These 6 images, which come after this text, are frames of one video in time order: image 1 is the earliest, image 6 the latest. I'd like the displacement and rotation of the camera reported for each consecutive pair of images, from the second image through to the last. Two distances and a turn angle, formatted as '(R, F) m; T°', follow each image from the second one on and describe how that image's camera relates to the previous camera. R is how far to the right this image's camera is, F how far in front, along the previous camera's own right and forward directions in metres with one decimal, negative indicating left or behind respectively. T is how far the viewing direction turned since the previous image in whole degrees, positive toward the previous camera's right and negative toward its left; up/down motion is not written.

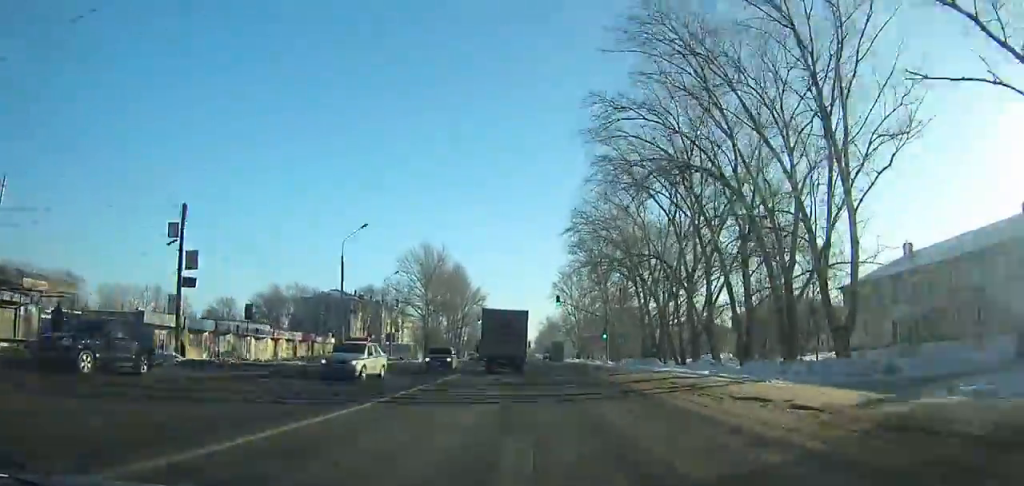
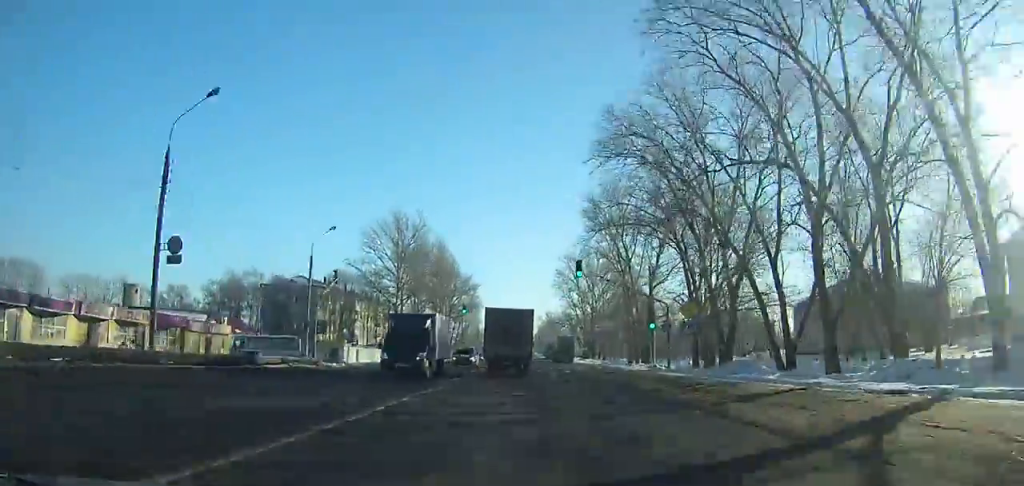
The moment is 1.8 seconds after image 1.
(+0.1, +24.1) m; 0°
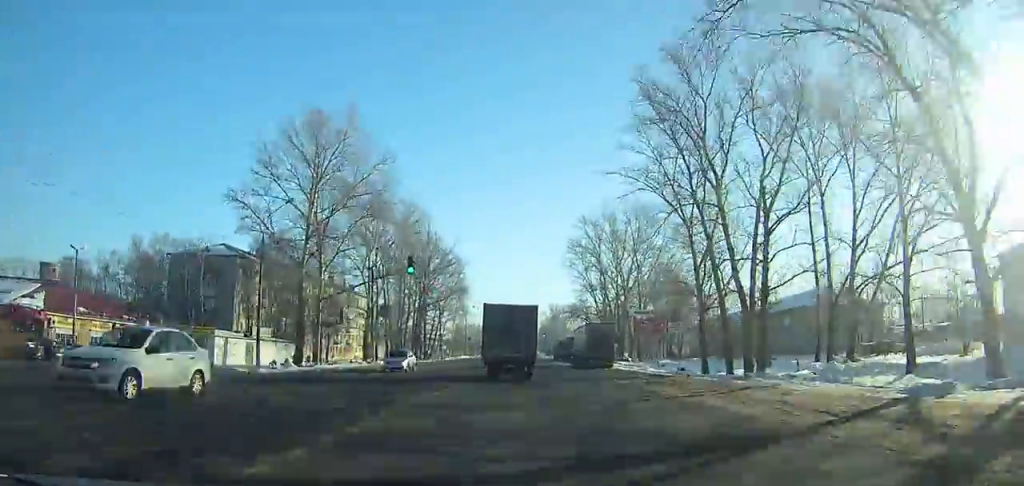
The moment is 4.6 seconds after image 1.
(+0.1, +37.6) m; +1°
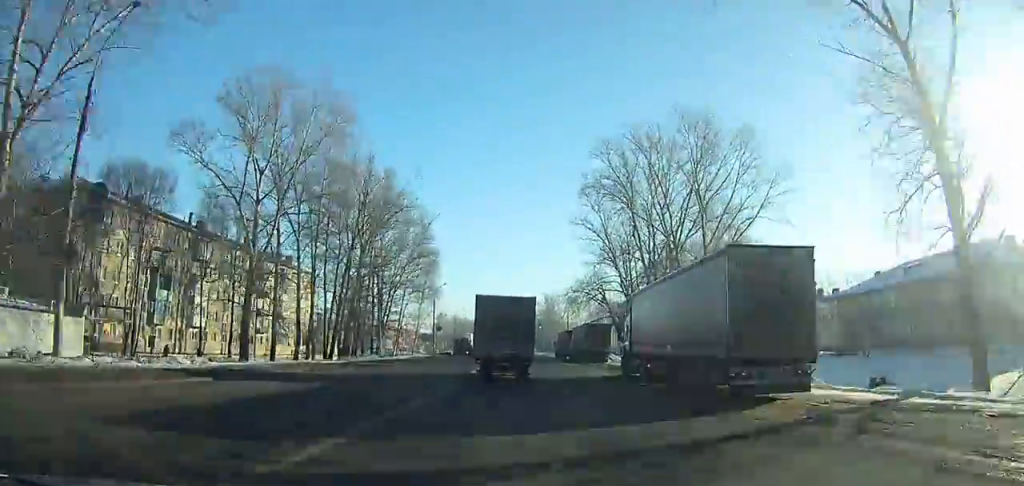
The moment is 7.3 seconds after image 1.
(+0.6, +35.9) m; +2°
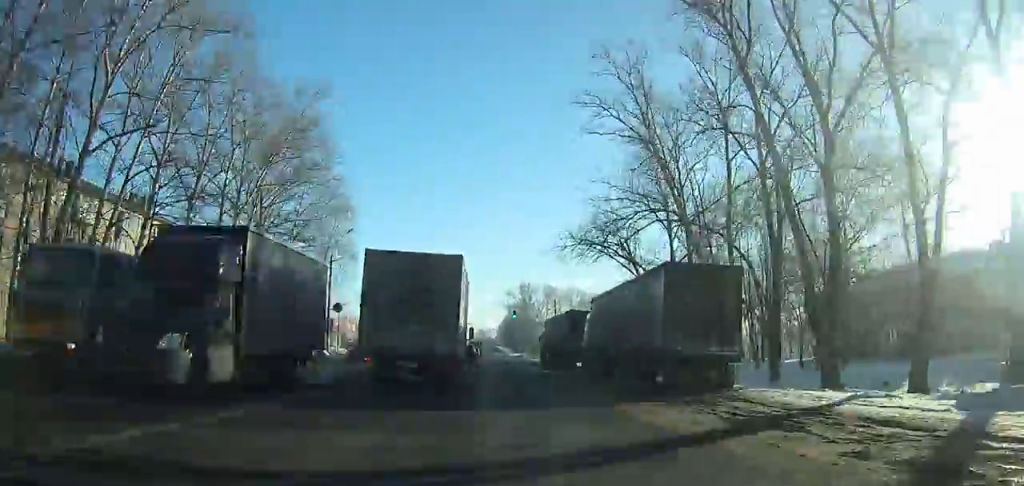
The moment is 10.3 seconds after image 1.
(+0.6, +39.2) m; 0°
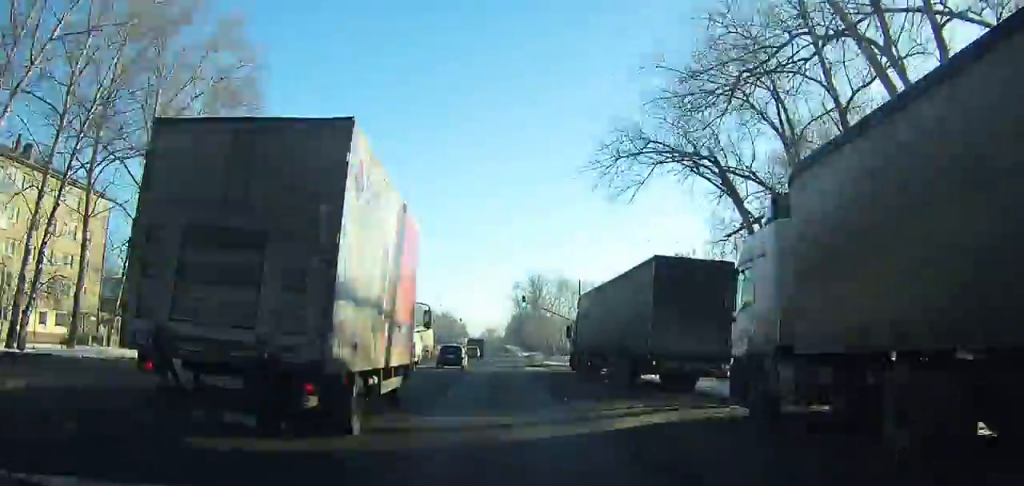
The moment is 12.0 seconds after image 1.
(0.0, +21.8) m; 0°
